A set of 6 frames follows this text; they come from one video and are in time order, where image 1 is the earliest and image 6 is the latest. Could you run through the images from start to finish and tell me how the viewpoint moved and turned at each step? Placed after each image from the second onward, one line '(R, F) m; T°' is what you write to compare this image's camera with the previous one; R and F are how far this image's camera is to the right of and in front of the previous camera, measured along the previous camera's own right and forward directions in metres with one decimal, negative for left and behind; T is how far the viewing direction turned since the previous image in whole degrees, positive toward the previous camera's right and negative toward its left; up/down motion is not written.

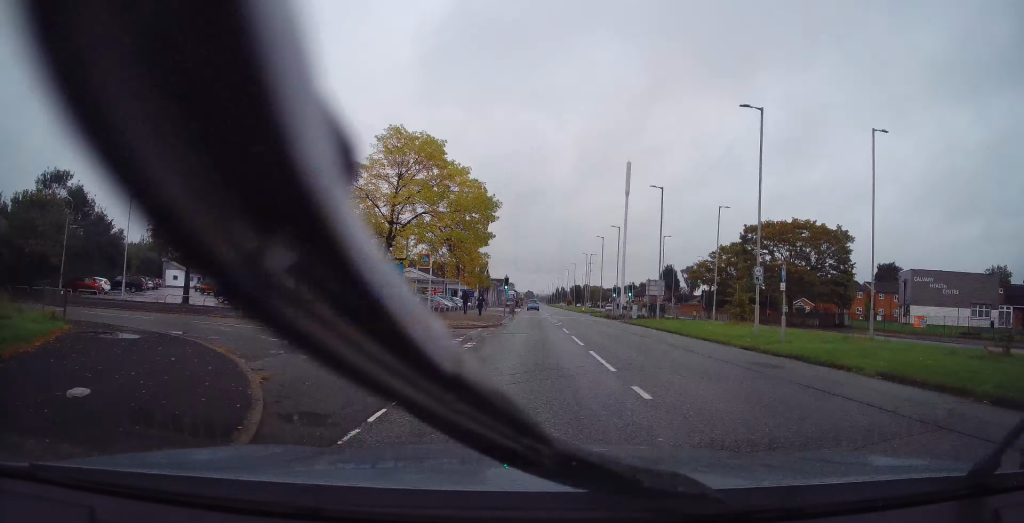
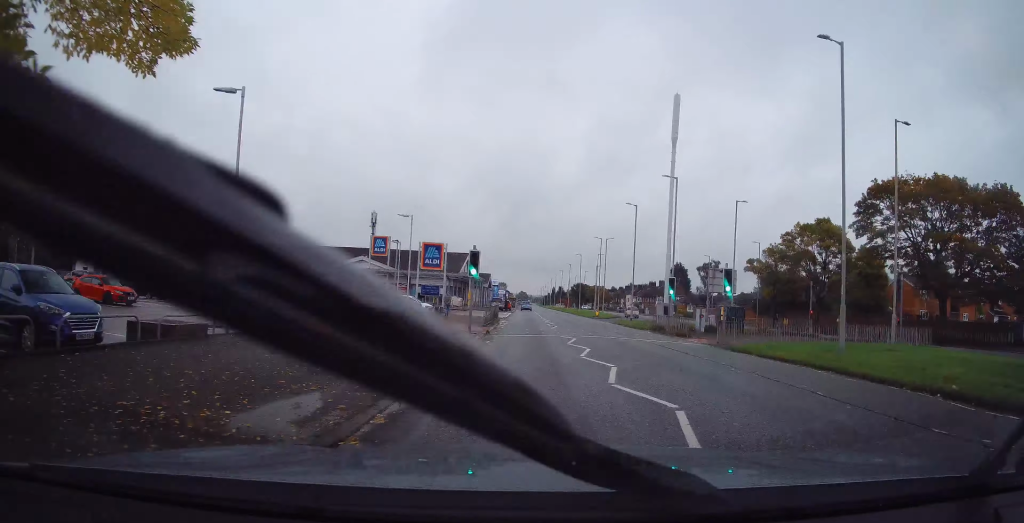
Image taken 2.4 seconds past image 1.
(+0.3, +25.0) m; +2°
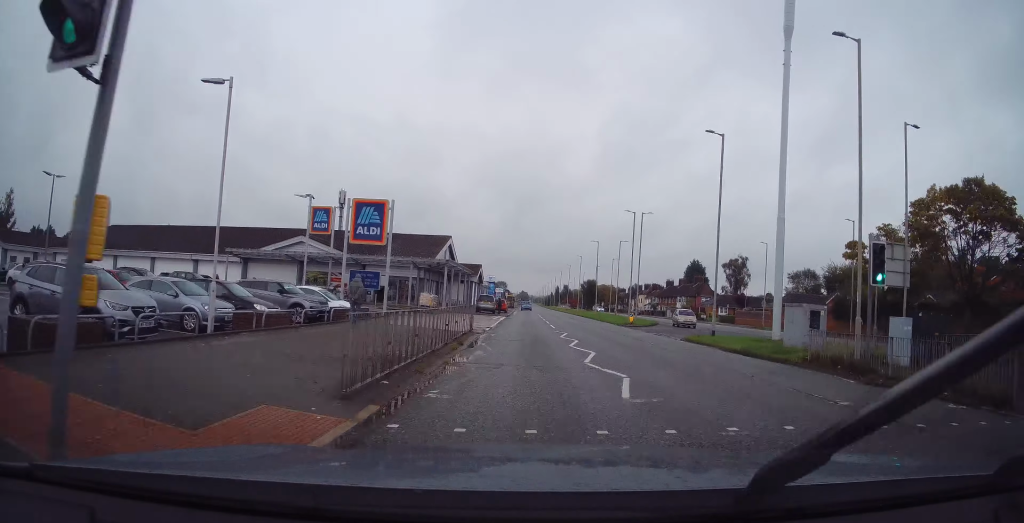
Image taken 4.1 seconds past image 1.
(+0.1, +20.1) m; -1°
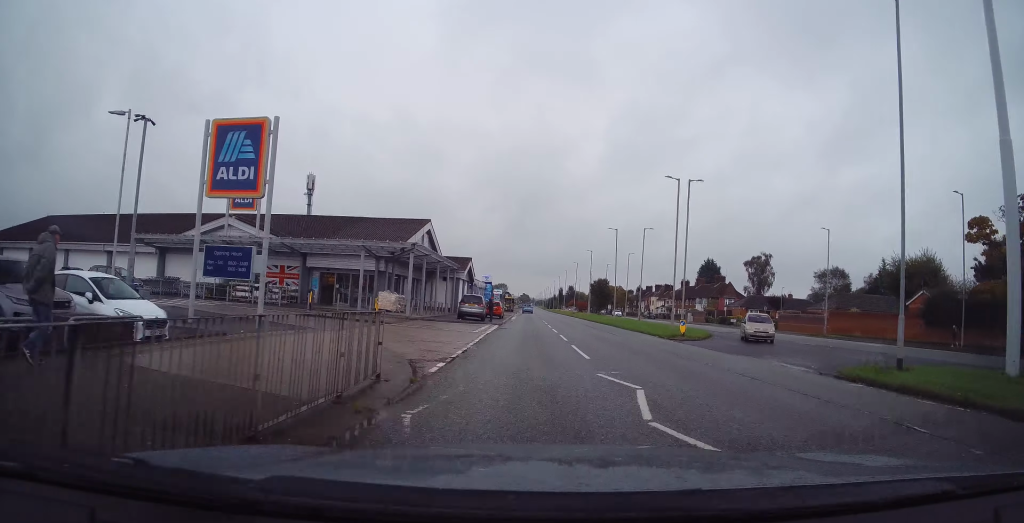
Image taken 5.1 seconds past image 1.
(+0.1, +14.0) m; +1°
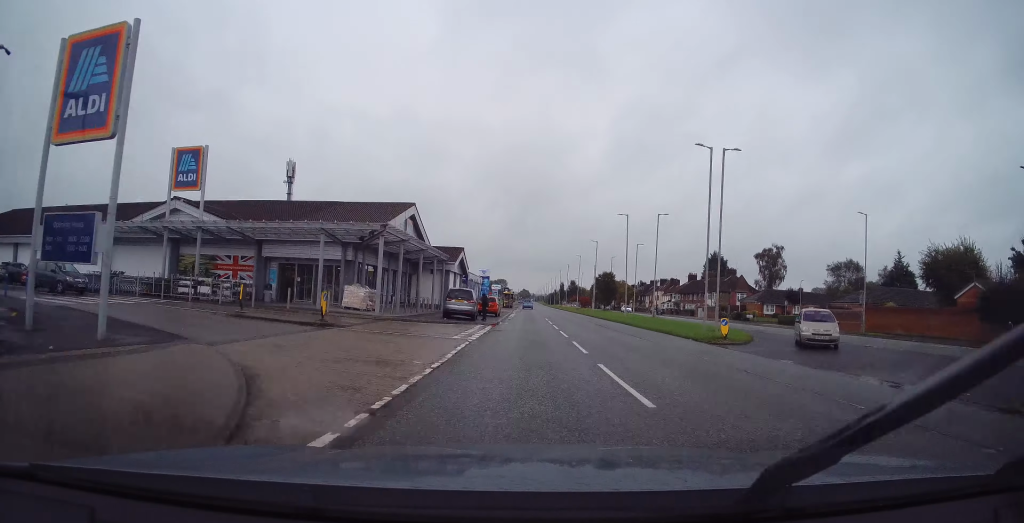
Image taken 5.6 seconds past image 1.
(+0.1, +6.5) m; -1°
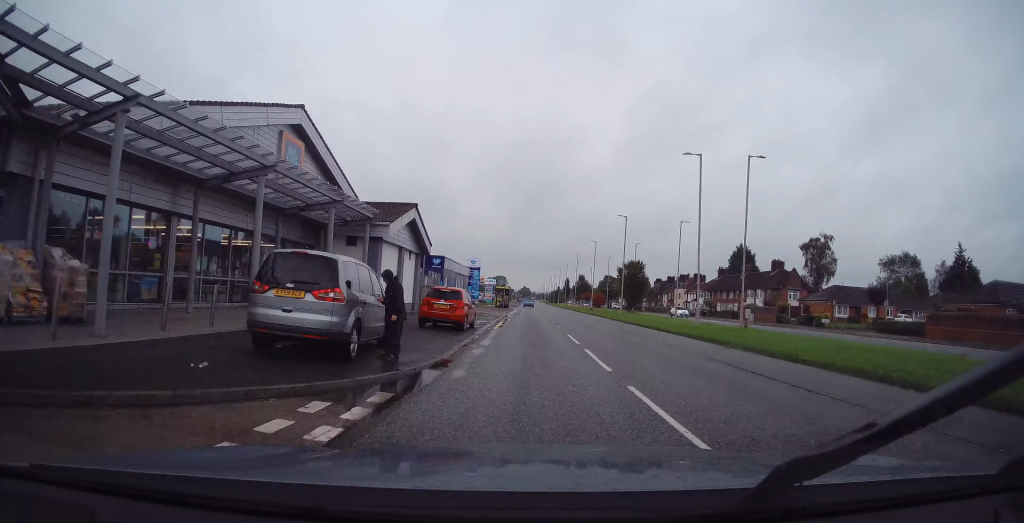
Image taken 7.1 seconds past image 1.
(-0.8, +21.7) m; -1°
